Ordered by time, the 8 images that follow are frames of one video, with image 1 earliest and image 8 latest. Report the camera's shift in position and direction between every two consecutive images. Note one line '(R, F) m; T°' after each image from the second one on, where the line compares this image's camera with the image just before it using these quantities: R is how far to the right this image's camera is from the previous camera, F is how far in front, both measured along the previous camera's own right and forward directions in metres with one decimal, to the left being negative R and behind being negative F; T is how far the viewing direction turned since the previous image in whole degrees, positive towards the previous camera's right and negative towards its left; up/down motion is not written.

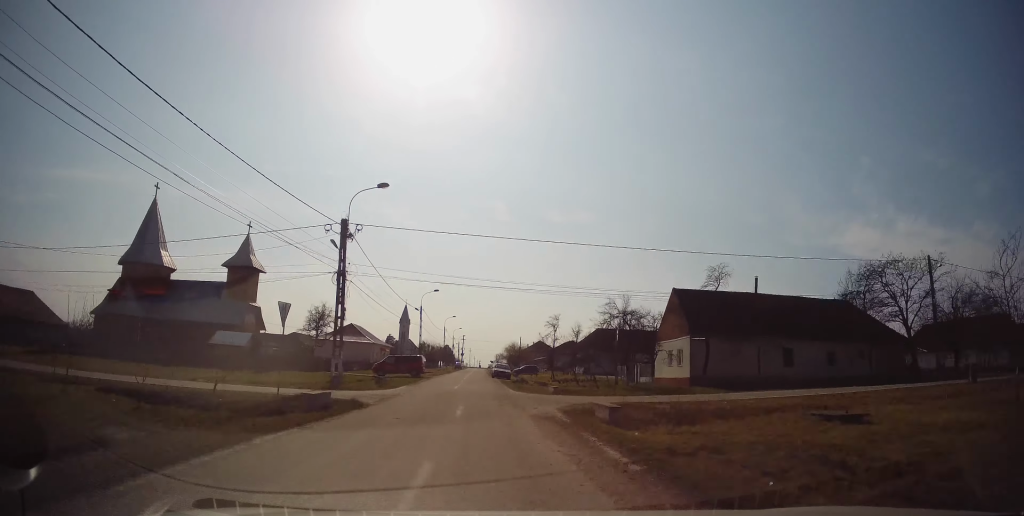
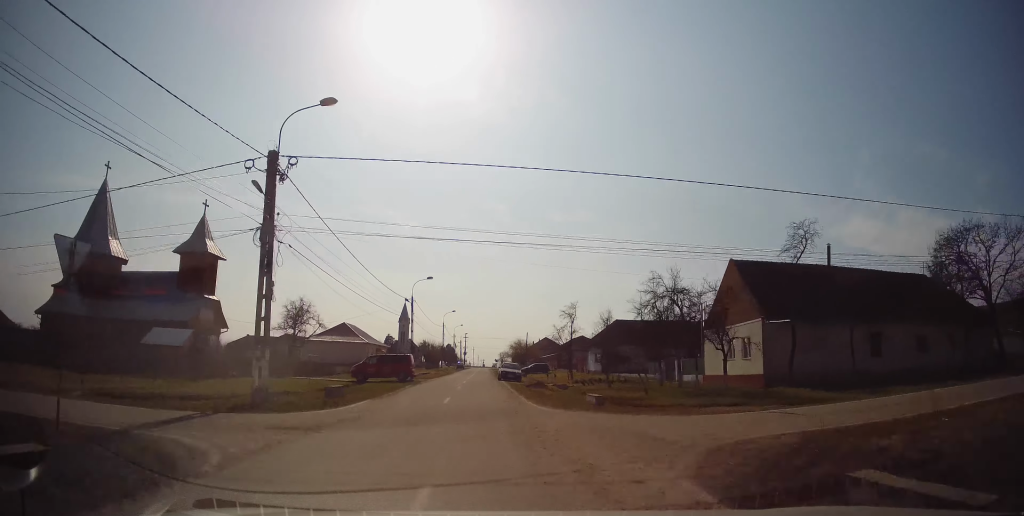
(-0.2, +9.7) m; 0°
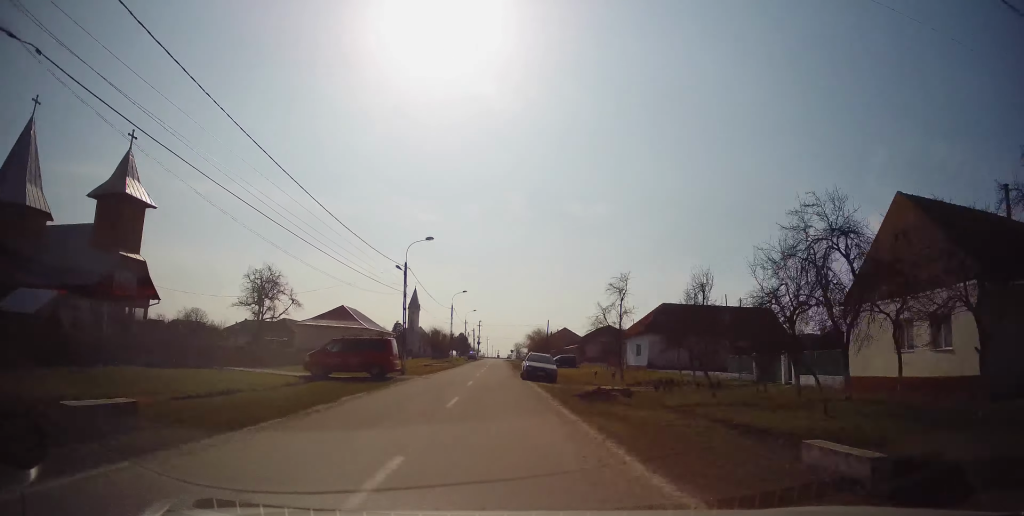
(+0.3, +13.3) m; 0°
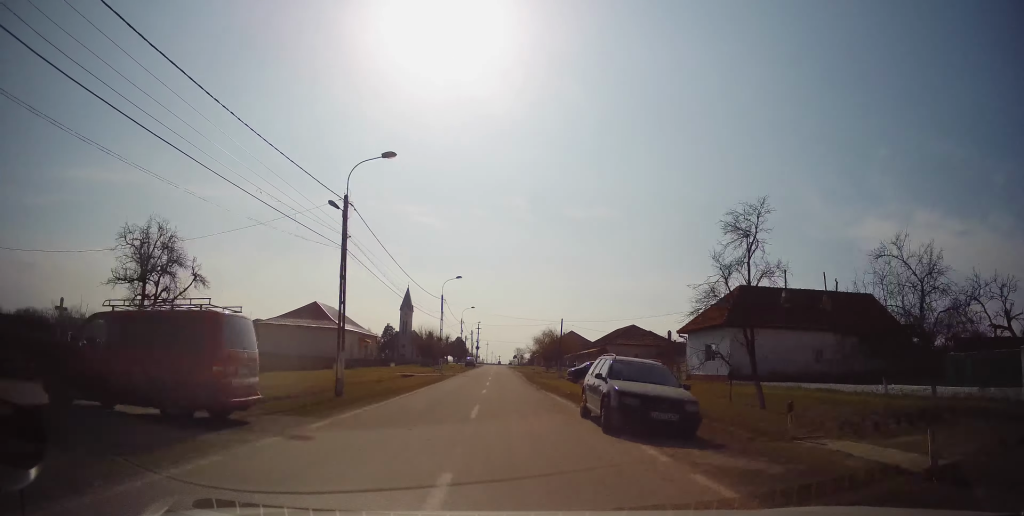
(-0.3, +17.5) m; -1°
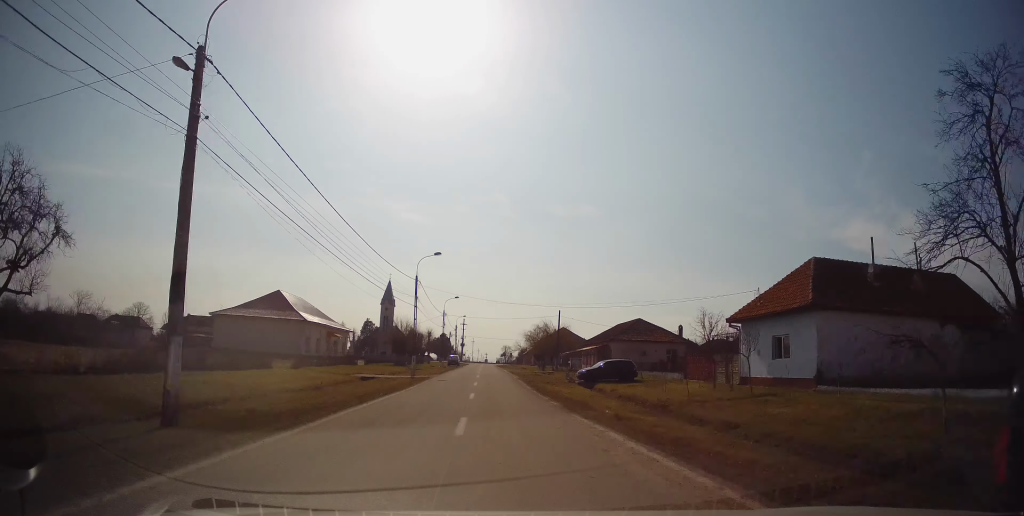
(0.0, +11.5) m; 0°
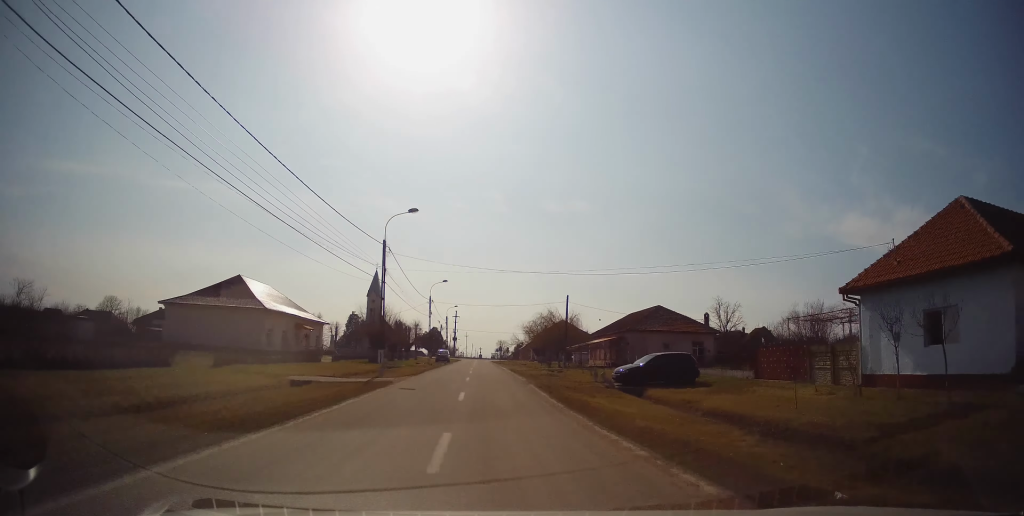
(0.0, +12.0) m; +1°
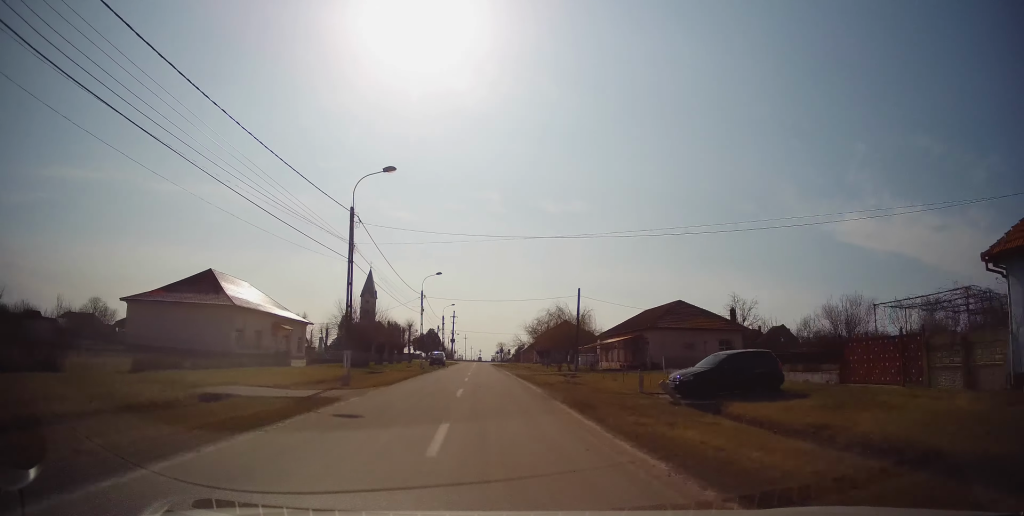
(+0.2, +8.0) m; 0°
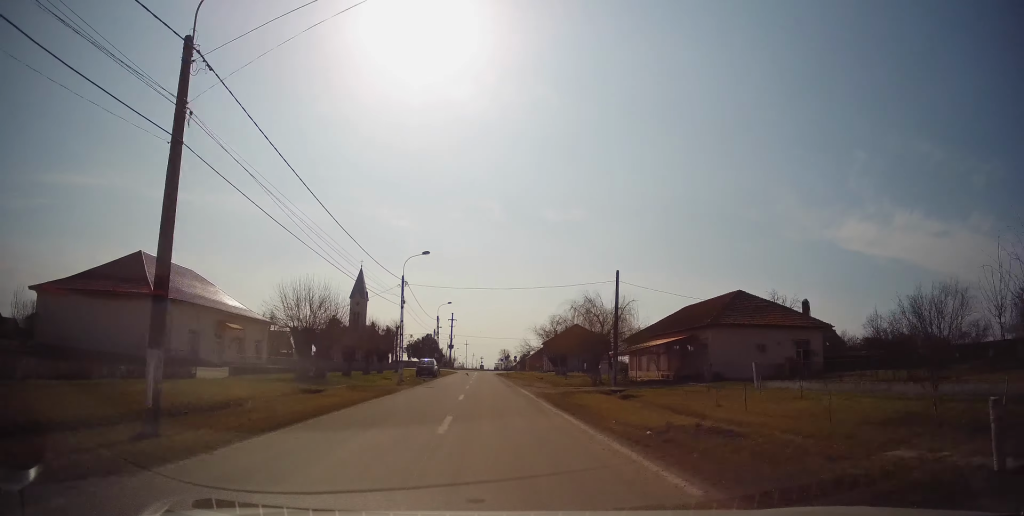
(-0.1, +14.9) m; 0°
